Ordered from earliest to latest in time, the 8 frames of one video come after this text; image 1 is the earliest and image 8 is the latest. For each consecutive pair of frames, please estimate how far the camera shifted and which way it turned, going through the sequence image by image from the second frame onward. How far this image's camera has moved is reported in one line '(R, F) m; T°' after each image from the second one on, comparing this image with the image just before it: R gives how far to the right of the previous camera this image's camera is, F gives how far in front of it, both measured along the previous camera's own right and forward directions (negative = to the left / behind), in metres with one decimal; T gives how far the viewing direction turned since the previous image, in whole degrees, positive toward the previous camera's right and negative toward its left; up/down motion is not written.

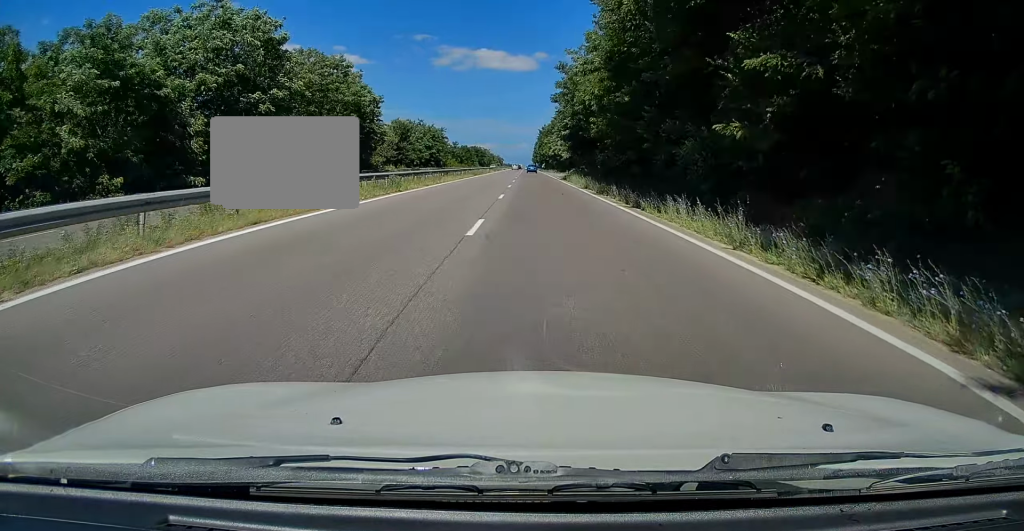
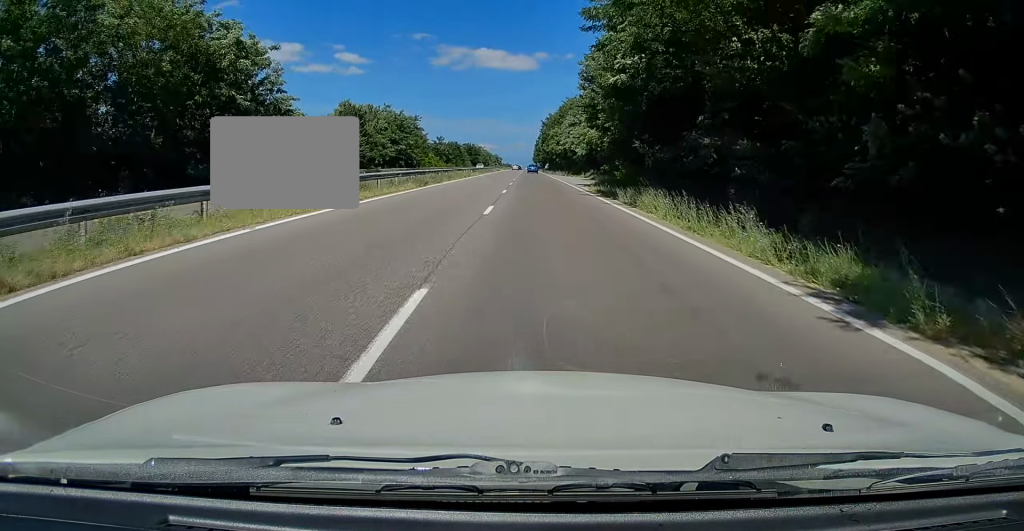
(+0.1, +31.9) m; +1°
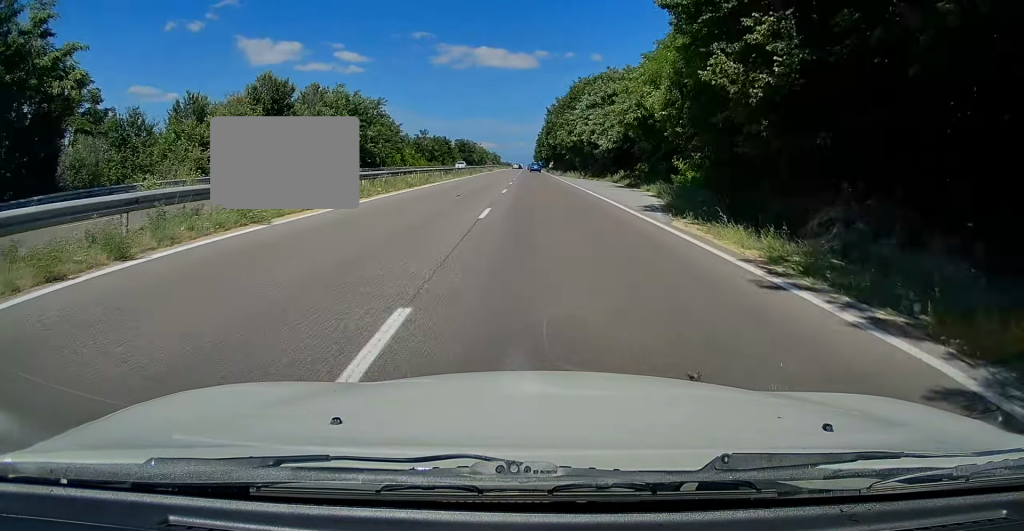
(+0.1, +25.5) m; 0°
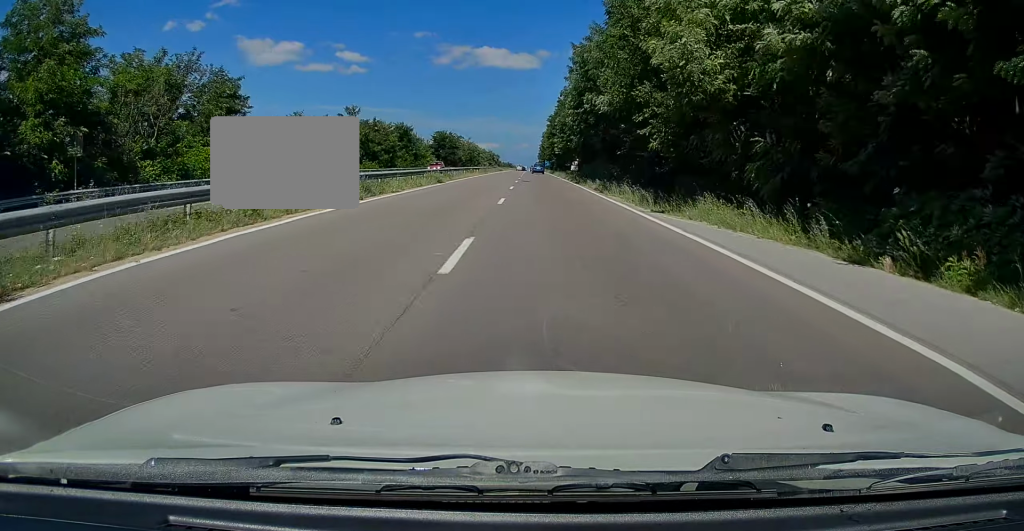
(-0.5, +55.2) m; -1°
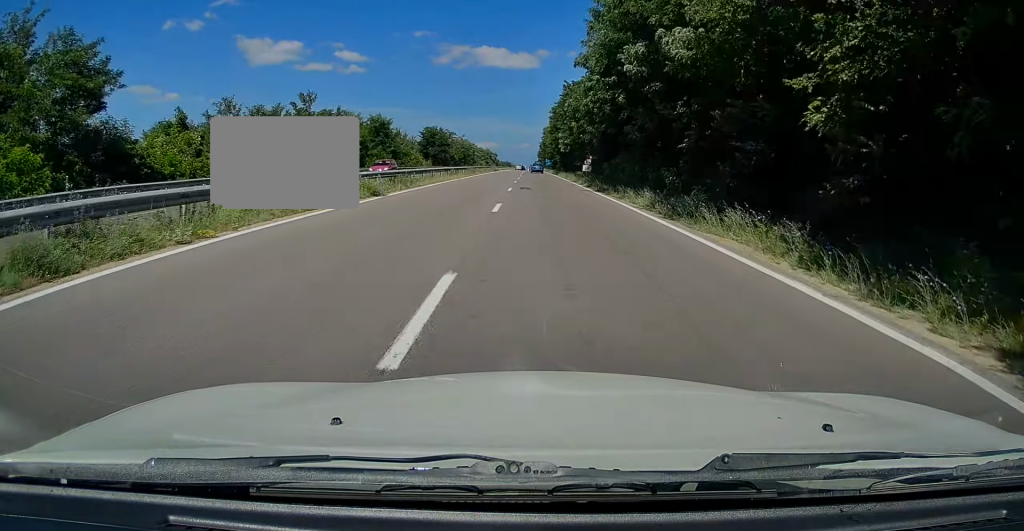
(-0.1, +15.4) m; 0°
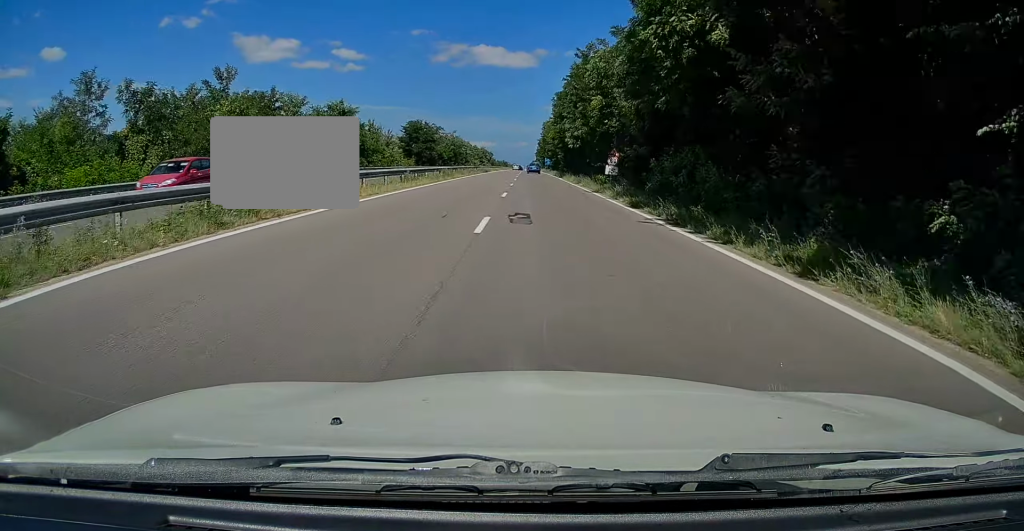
(+0.2, +17.1) m; +1°
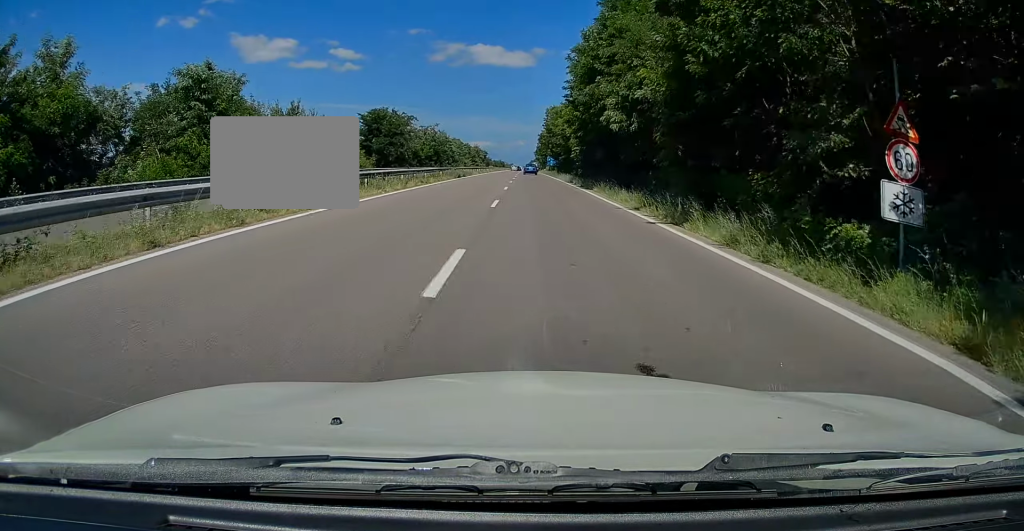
(+0.1, +29.6) m; 0°
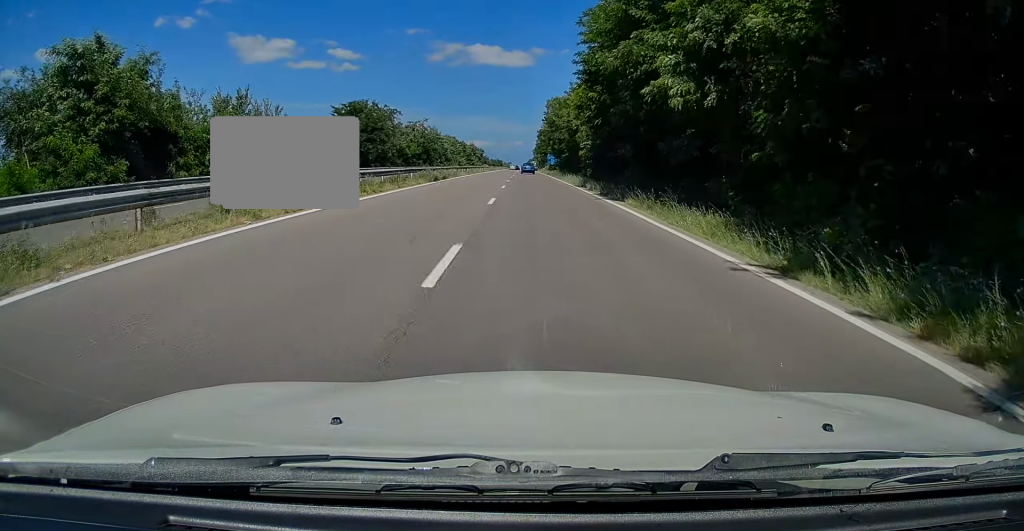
(0.0, +11.5) m; 0°
